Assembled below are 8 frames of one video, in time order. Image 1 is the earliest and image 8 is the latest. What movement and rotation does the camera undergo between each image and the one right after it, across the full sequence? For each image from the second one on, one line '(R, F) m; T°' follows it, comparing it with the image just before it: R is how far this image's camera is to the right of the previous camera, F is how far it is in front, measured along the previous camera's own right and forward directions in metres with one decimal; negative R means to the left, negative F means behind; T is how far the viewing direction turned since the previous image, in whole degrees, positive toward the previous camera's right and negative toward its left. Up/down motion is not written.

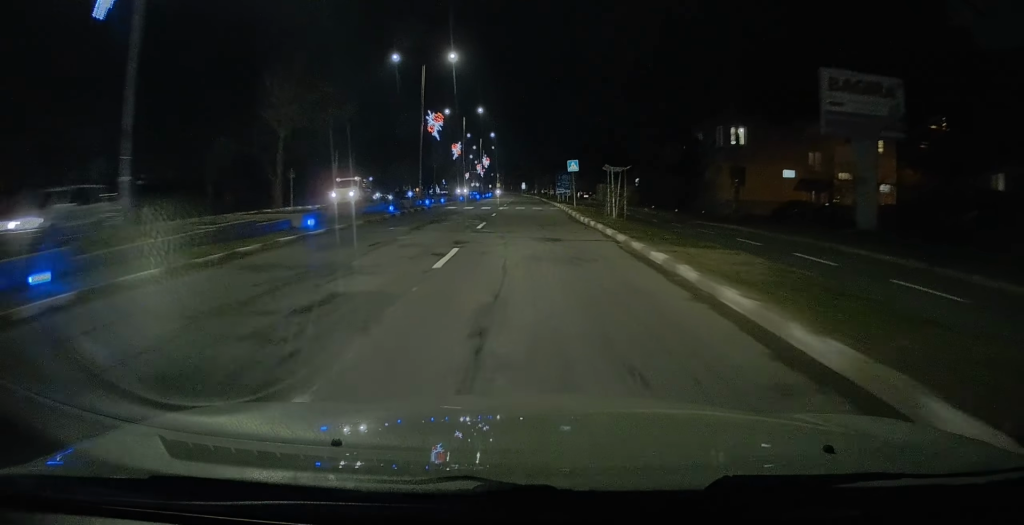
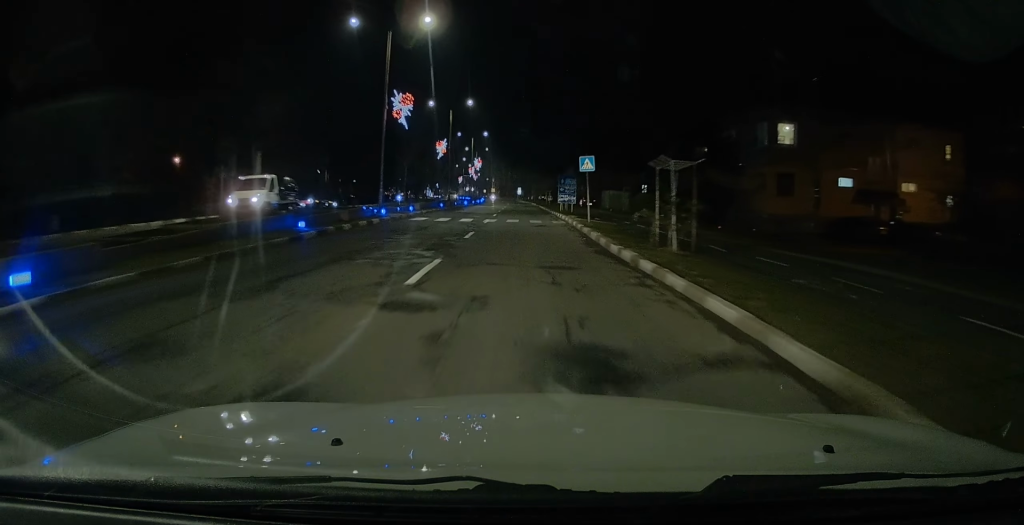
(0.0, +10.3) m; -1°
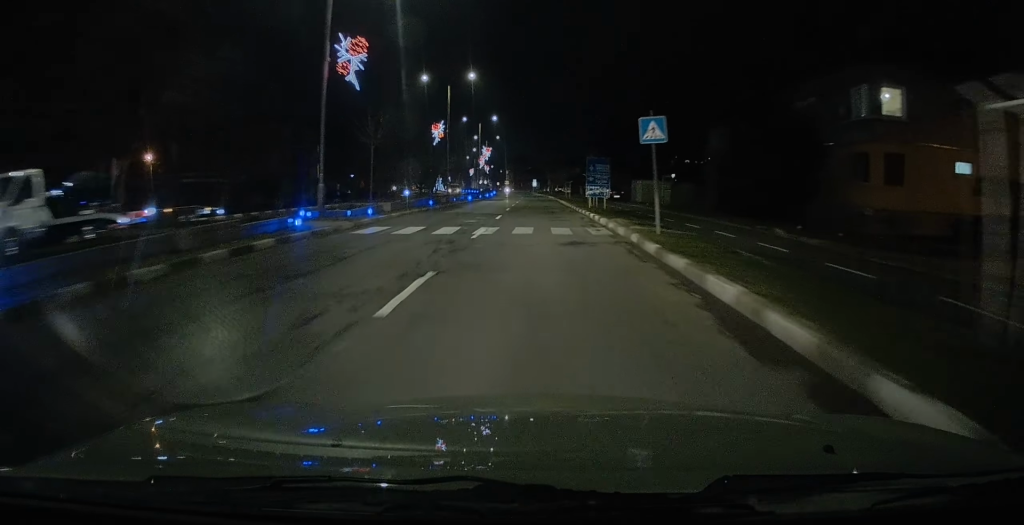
(-0.3, +11.5) m; -2°
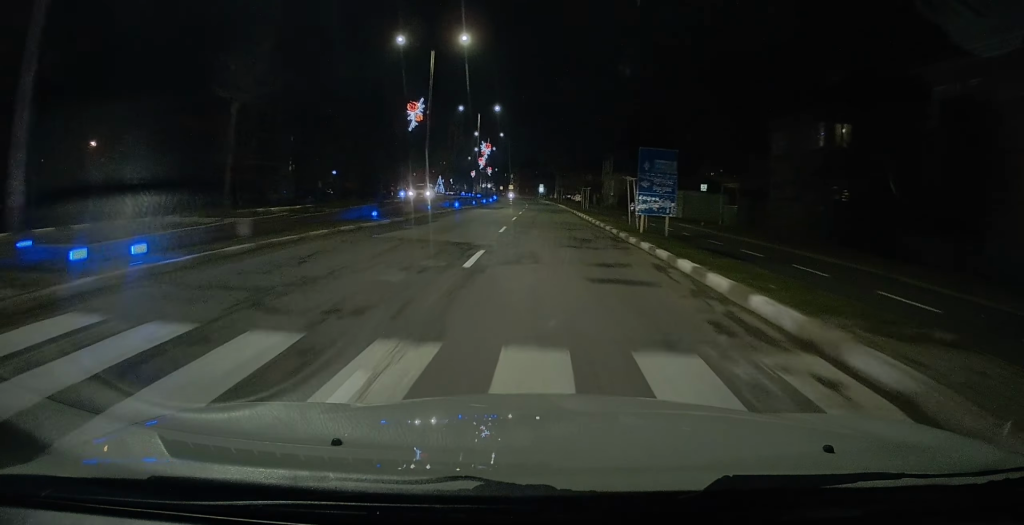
(0.0, +13.8) m; +1°
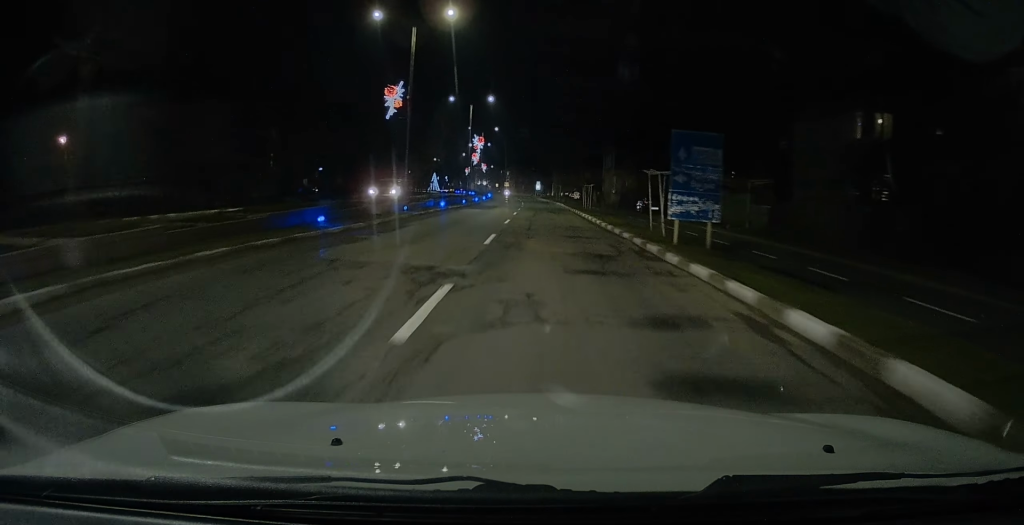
(+0.1, +4.9) m; 0°
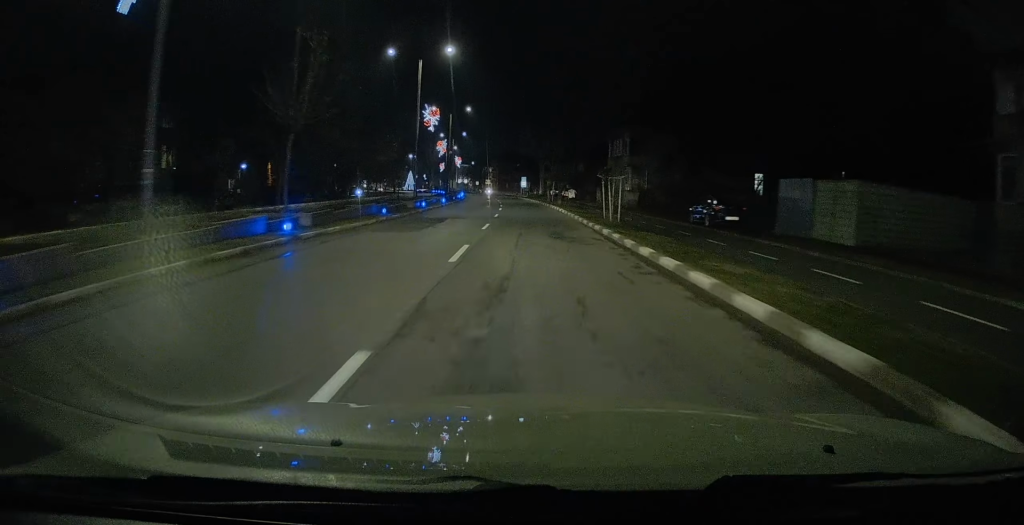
(0.0, +20.9) m; 0°
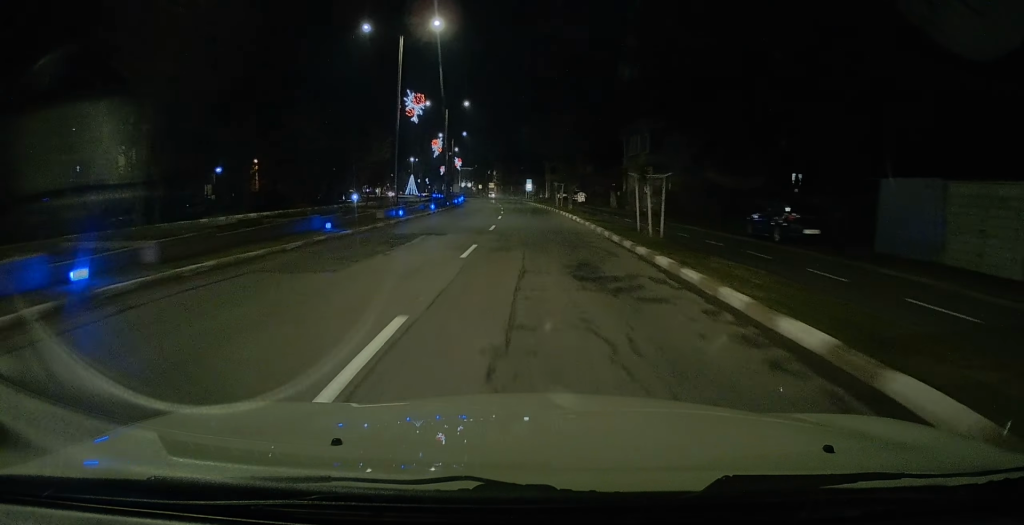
(0.0, +7.3) m; 0°
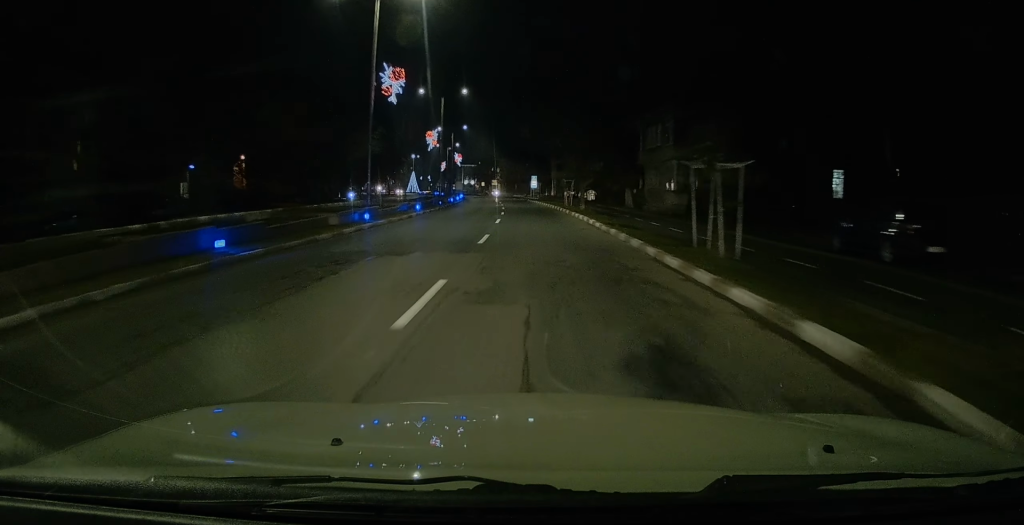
(-0.1, +6.3) m; 0°
